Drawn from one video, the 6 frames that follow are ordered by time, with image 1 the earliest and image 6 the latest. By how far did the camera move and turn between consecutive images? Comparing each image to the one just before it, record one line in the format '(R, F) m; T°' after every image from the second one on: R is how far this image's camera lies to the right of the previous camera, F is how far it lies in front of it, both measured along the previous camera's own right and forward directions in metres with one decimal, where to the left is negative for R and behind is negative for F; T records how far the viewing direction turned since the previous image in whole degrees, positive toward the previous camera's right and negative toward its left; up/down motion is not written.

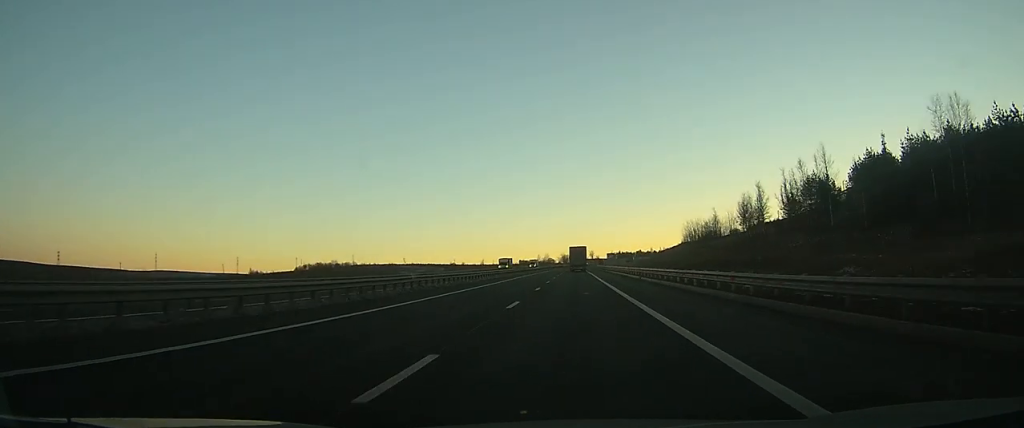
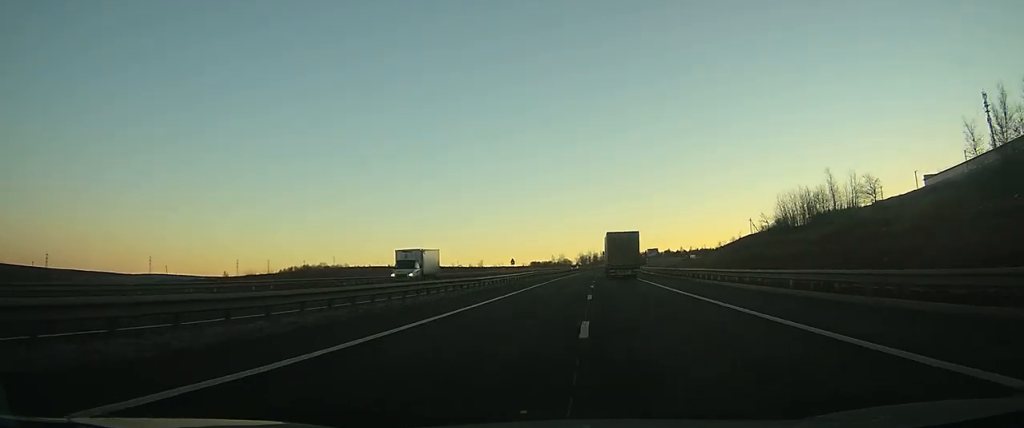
(-0.8, +77.6) m; -1°
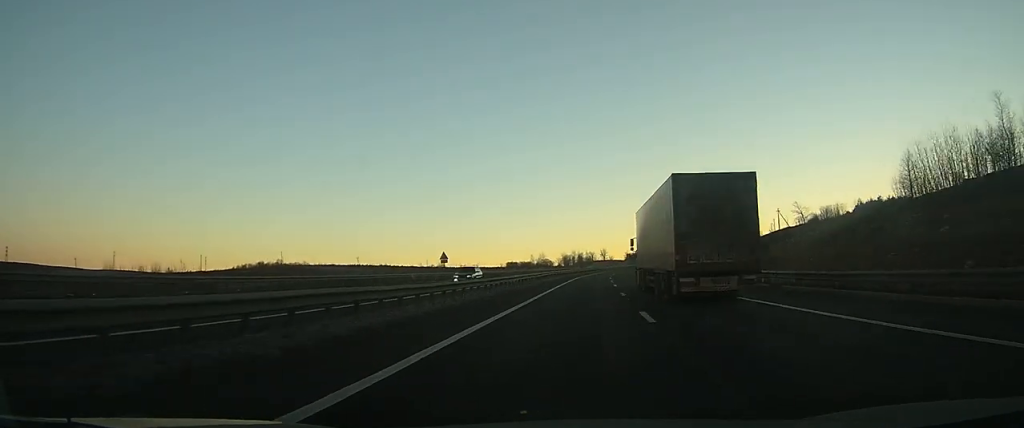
(+0.2, +54.5) m; +1°
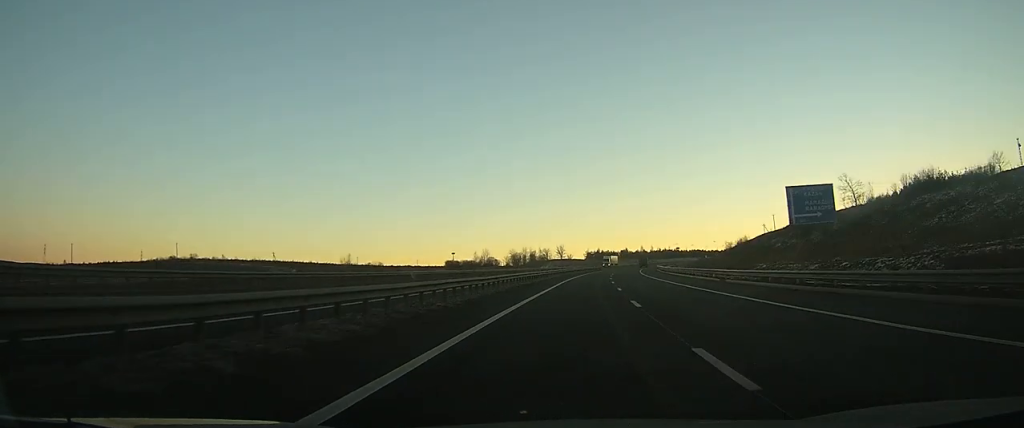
(+1.7, +69.6) m; +4°
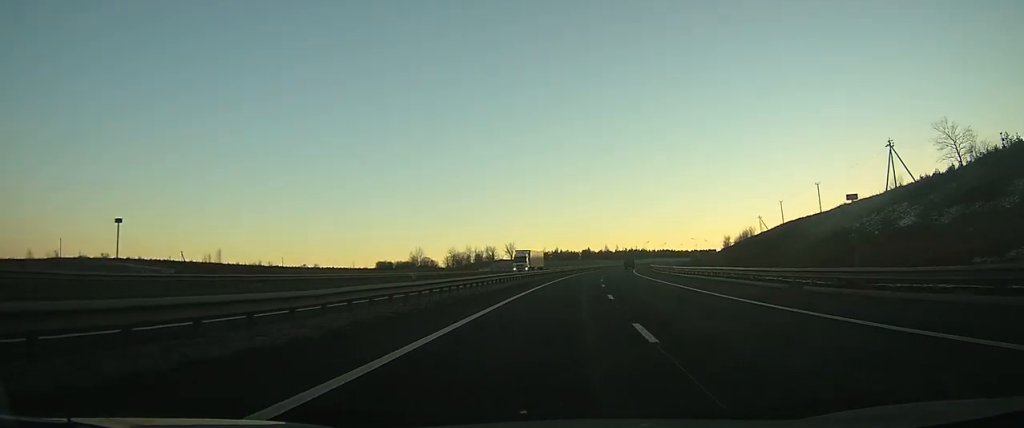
(+2.2, +58.3) m; +4°
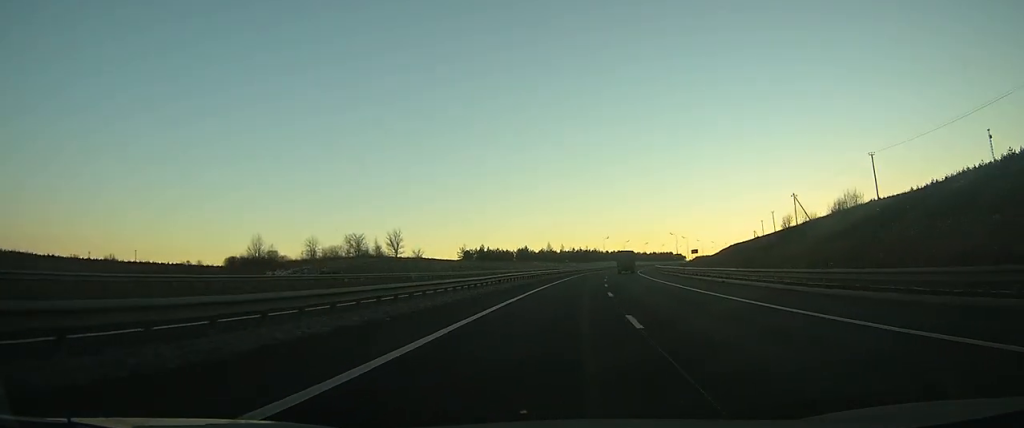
(+5.4, +94.6) m; +6°
